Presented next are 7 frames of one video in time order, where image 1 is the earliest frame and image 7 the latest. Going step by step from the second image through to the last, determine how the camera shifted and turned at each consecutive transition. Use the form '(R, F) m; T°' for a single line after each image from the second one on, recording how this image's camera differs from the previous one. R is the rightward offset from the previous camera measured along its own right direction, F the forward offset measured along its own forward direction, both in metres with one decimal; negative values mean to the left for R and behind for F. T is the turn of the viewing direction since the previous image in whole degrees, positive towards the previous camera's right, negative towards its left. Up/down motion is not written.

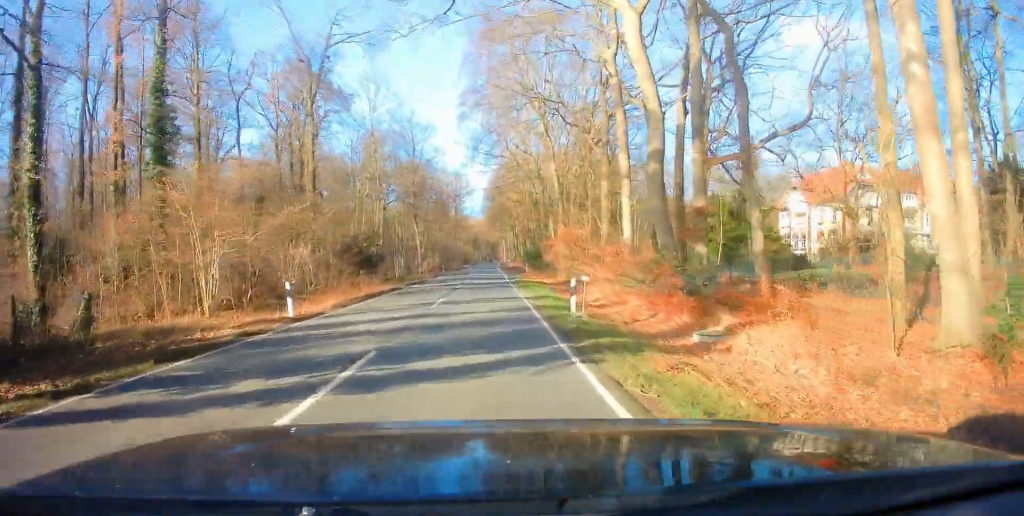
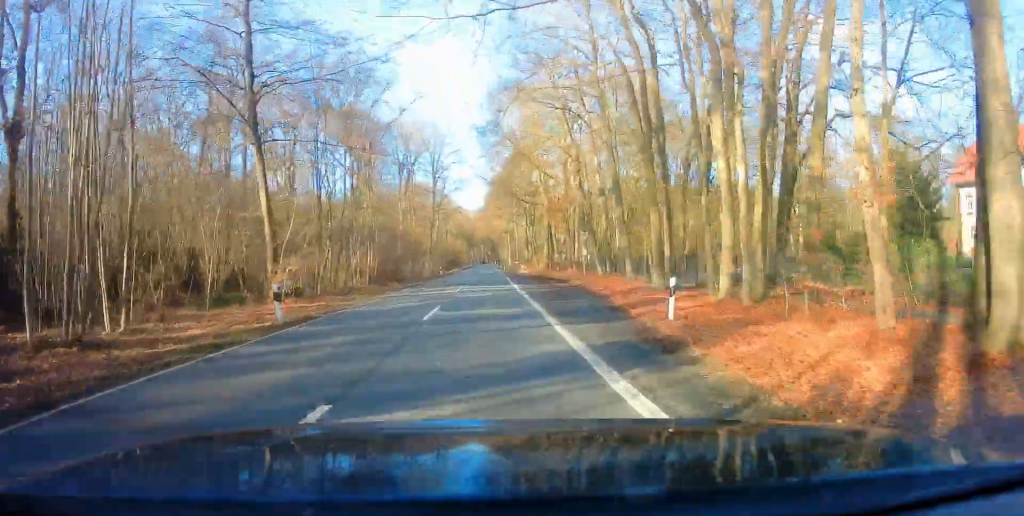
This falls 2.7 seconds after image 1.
(+0.6, +50.3) m; +1°
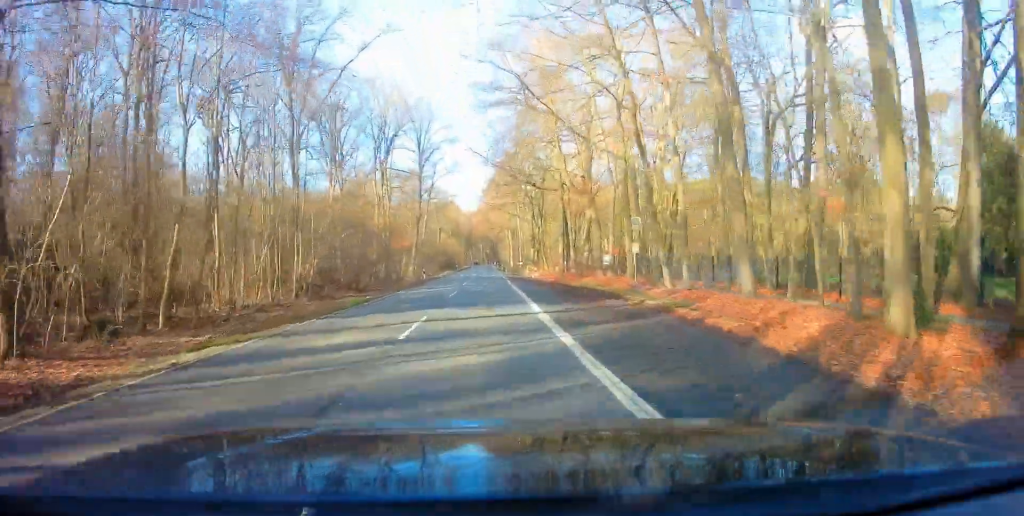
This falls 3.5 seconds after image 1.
(-0.1, +14.9) m; 0°
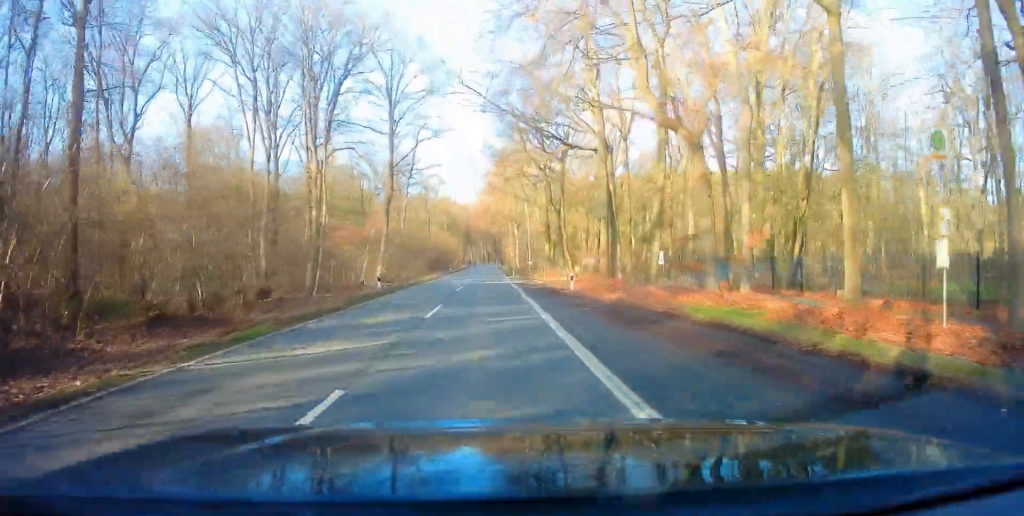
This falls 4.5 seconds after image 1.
(+0.1, +20.1) m; 0°
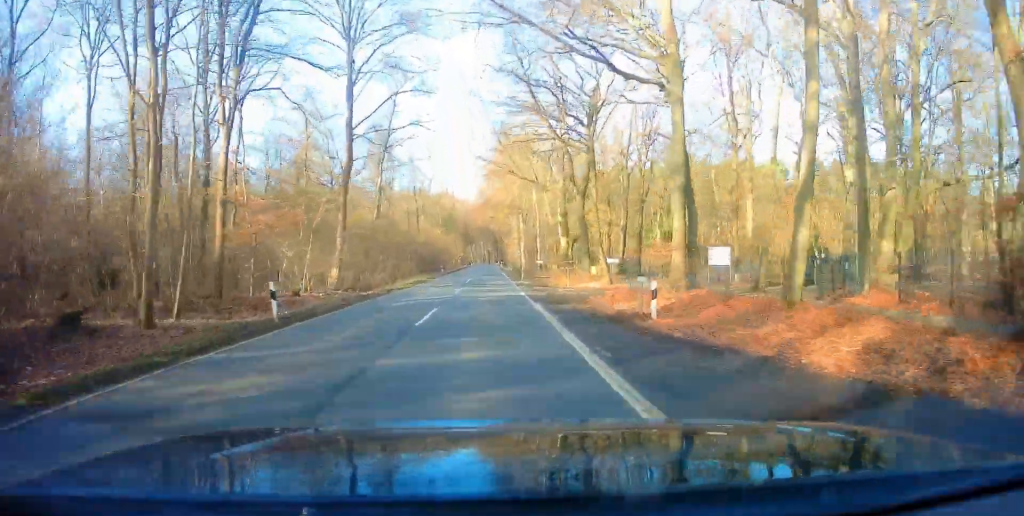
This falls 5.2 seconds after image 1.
(+0.2, +14.2) m; -1°
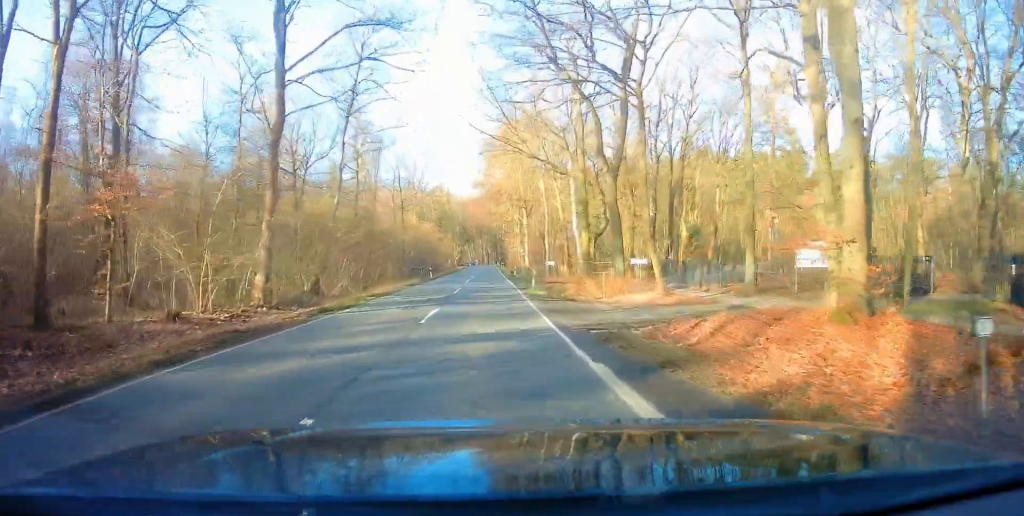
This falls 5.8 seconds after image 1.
(-0.3, +11.2) m; -1°
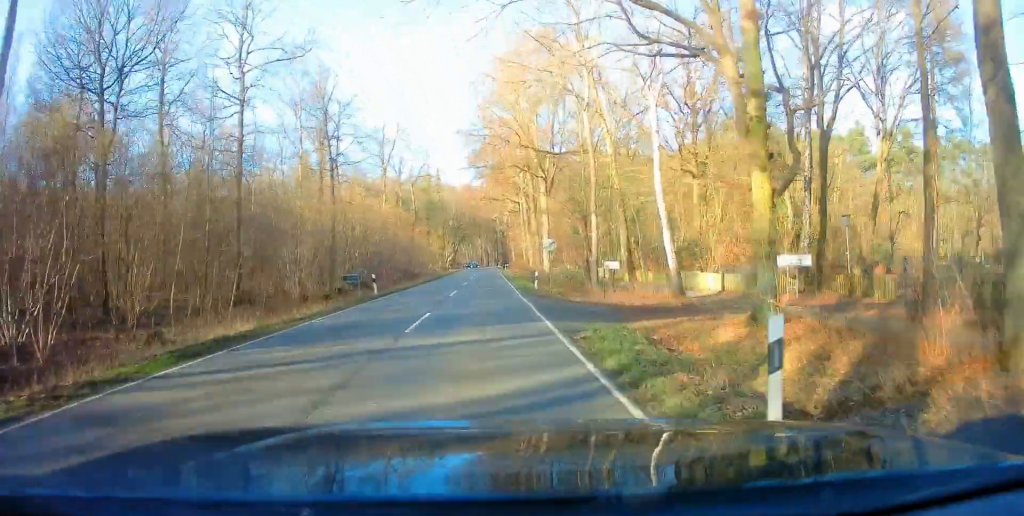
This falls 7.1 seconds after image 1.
(0.0, +25.7) m; 0°
